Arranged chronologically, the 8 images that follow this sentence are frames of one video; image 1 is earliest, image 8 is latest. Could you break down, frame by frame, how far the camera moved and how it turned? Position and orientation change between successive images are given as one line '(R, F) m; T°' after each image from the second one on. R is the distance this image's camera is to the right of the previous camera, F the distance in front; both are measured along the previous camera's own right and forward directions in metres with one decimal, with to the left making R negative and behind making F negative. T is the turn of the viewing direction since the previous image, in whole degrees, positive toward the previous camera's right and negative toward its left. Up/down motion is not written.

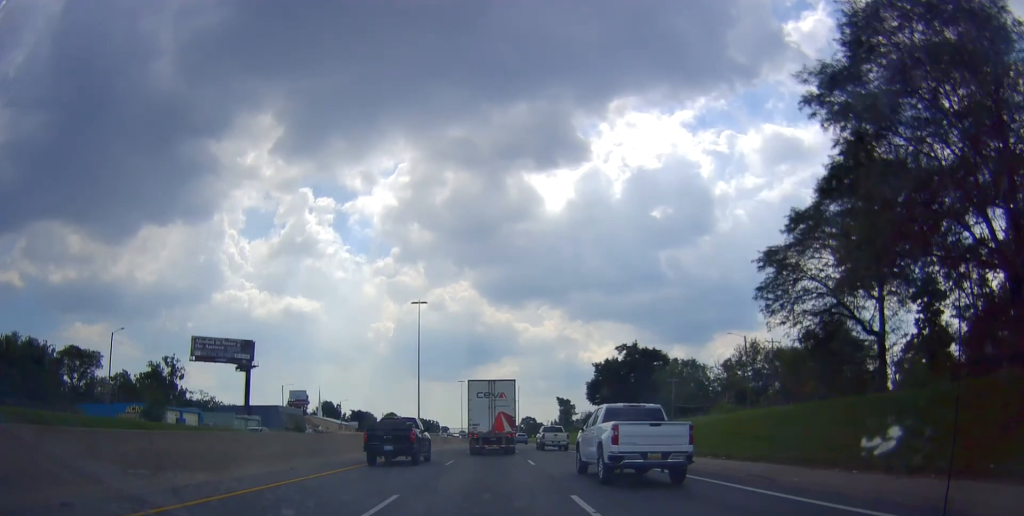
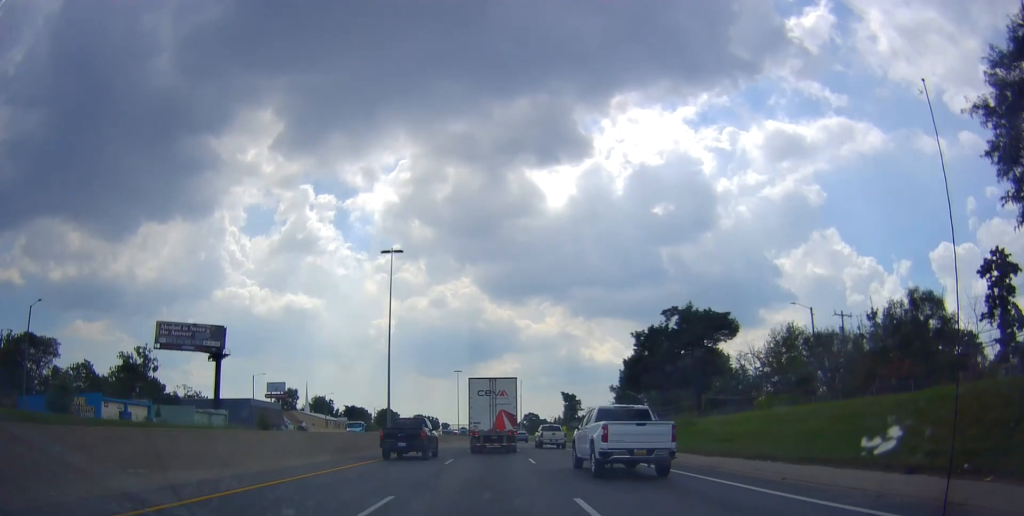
(0.0, +16.0) m; 0°
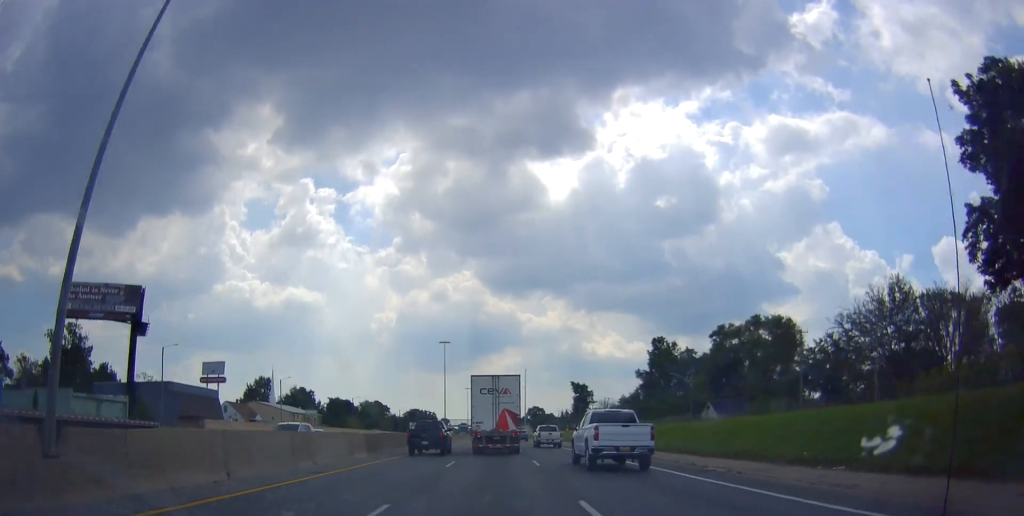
(0.0, +31.6) m; 0°
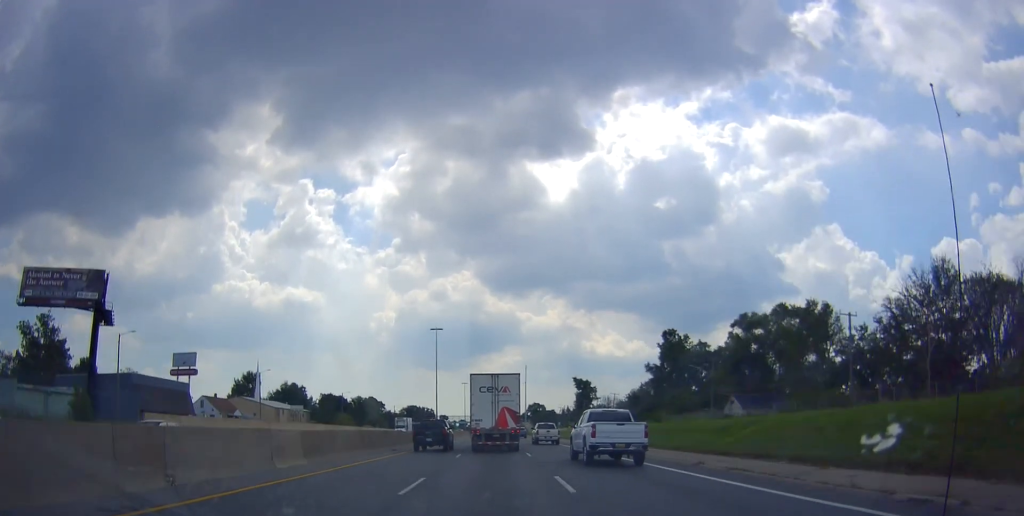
(0.0, +10.2) m; 0°
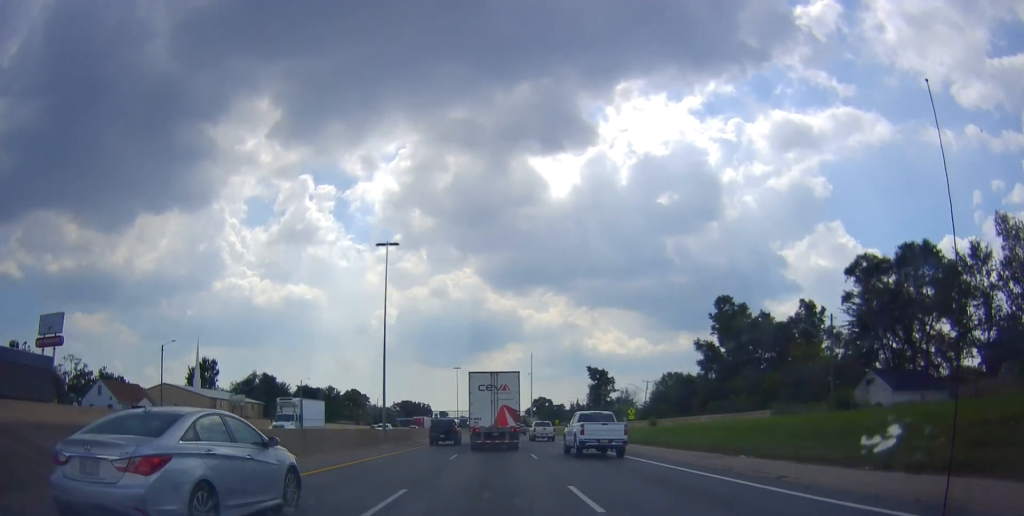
(0.0, +33.8) m; 0°
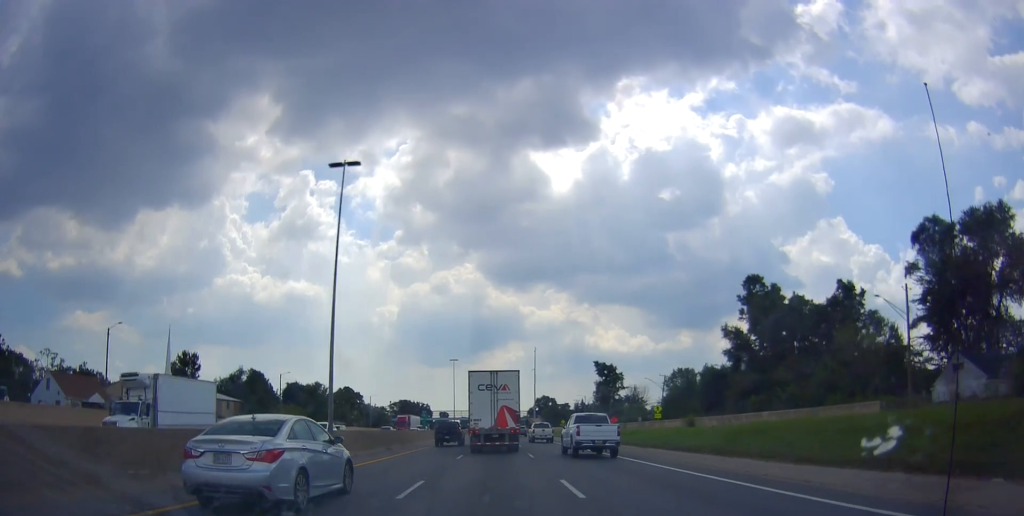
(0.0, +12.5) m; 0°
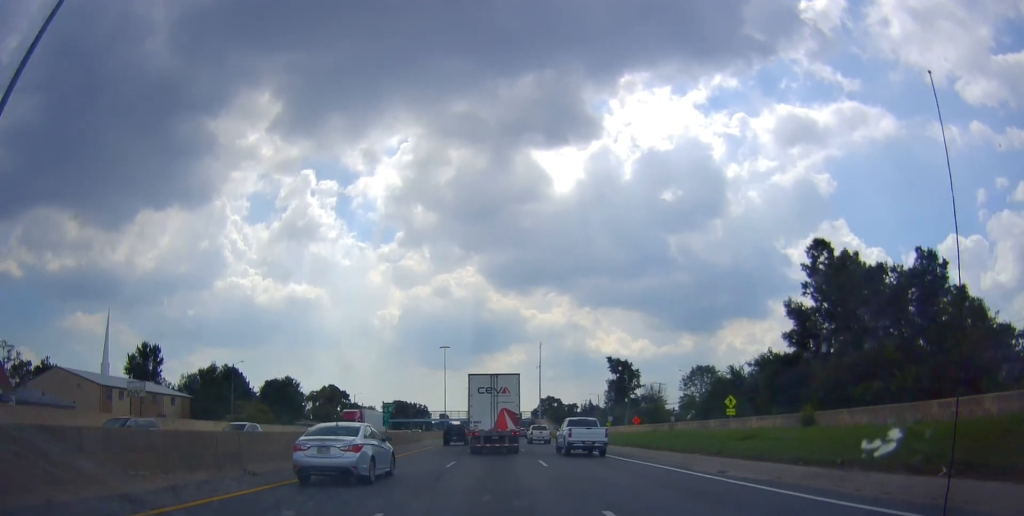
(0.0, +21.1) m; -2°
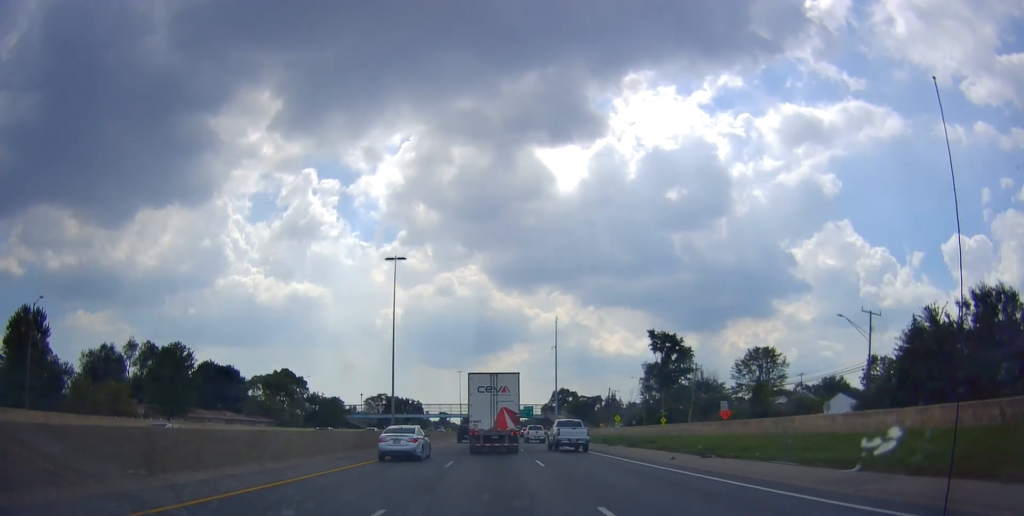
(-0.3, +46.1) m; +1°
